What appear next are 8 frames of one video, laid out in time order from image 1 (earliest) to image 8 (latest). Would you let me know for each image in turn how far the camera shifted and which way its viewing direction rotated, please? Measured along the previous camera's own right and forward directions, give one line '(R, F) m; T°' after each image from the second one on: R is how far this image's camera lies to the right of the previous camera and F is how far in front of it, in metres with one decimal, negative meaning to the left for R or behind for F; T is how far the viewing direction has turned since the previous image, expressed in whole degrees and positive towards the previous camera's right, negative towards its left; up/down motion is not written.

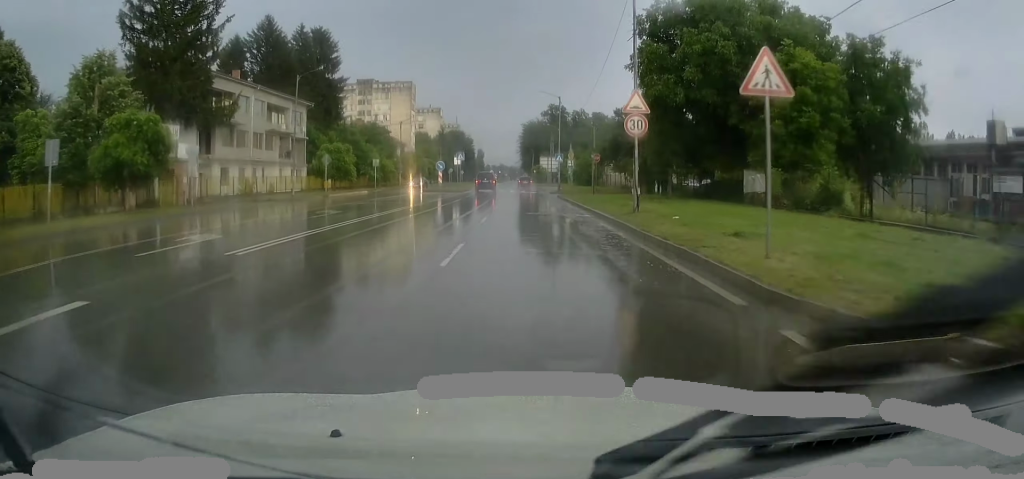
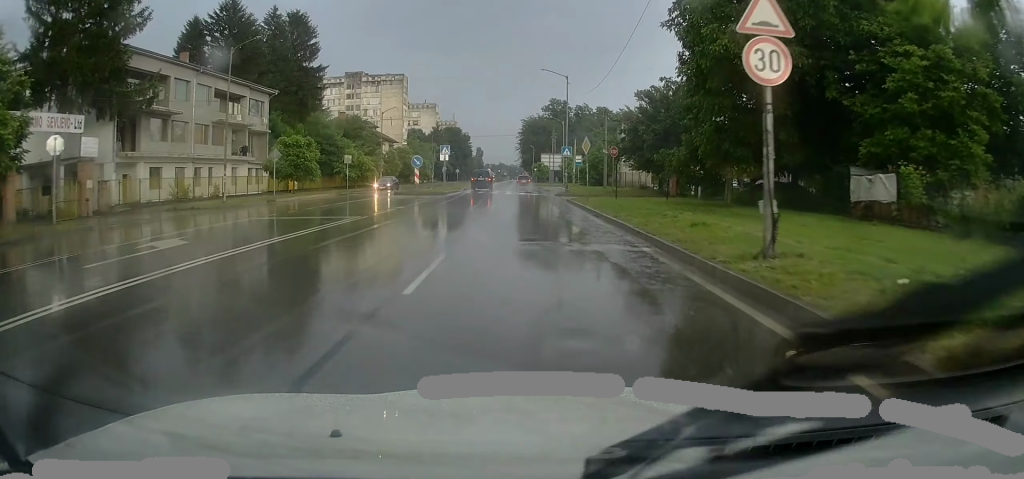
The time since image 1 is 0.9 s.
(0.0, +10.9) m; 0°
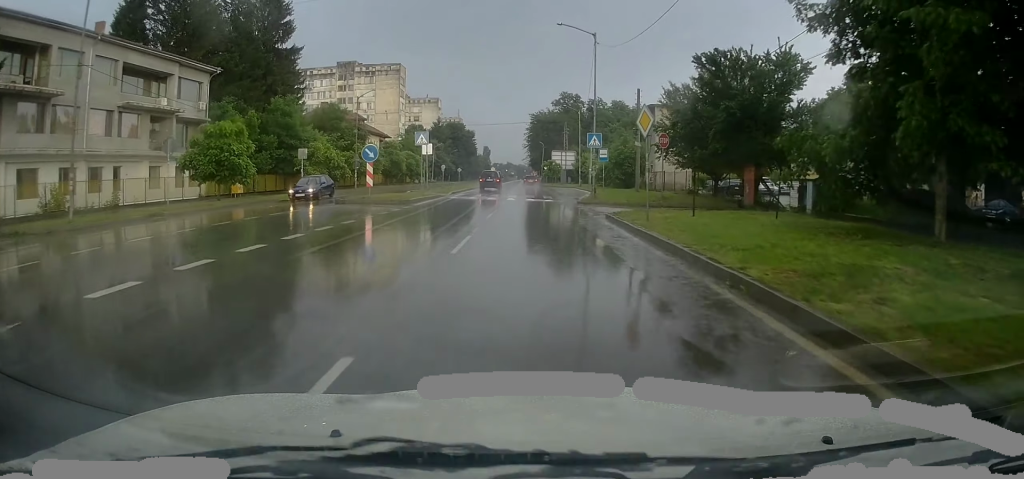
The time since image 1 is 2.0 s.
(+0.1, +14.0) m; 0°
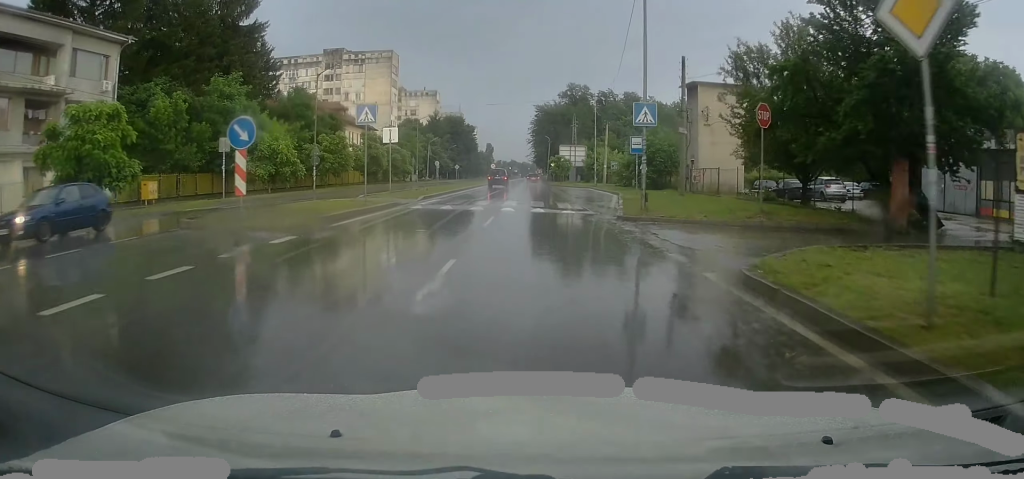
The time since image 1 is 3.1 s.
(-0.1, +13.3) m; -1°
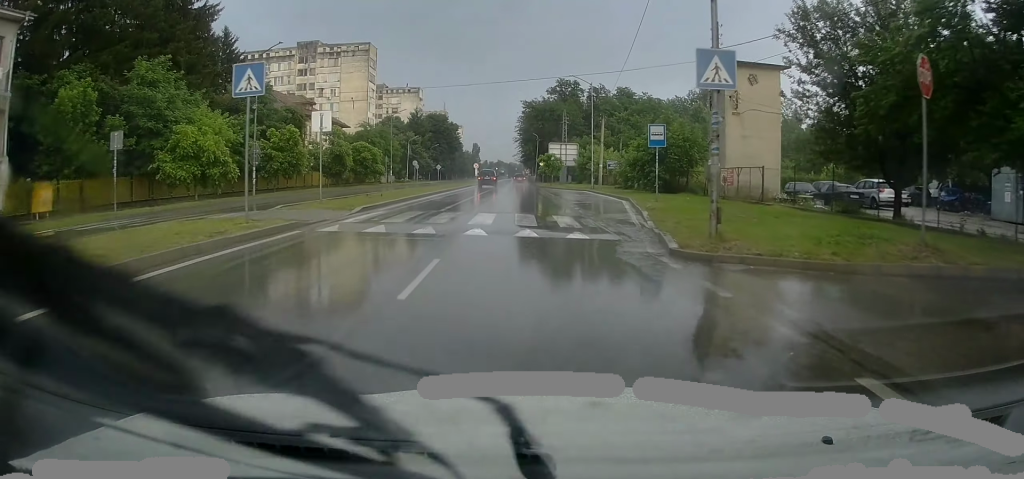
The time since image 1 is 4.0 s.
(0.0, +9.2) m; 0°
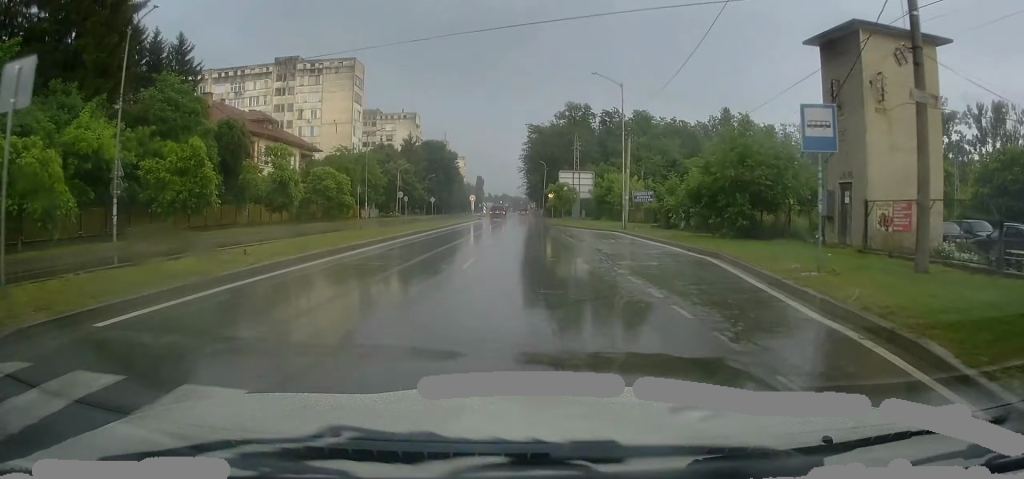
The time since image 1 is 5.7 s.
(+0.2, +15.5) m; +1°
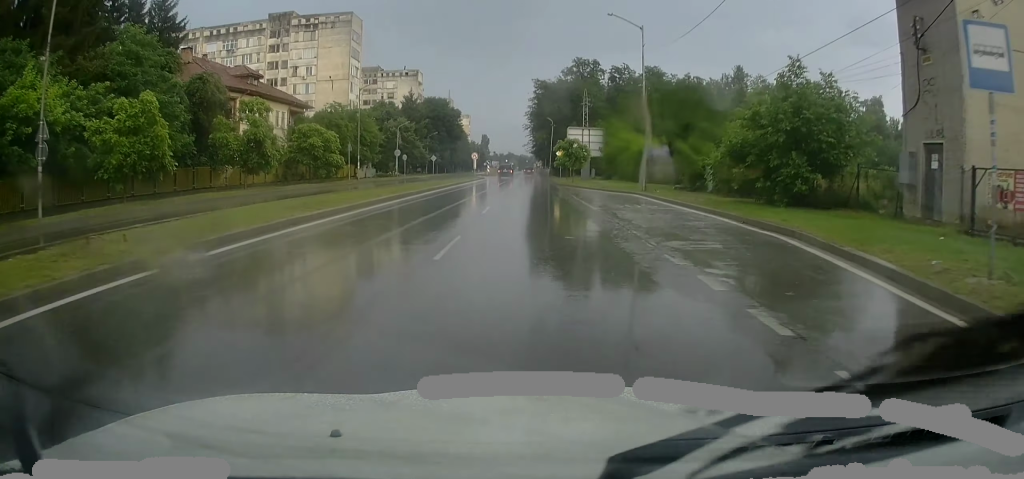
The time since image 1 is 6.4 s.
(0.0, +4.9) m; 0°
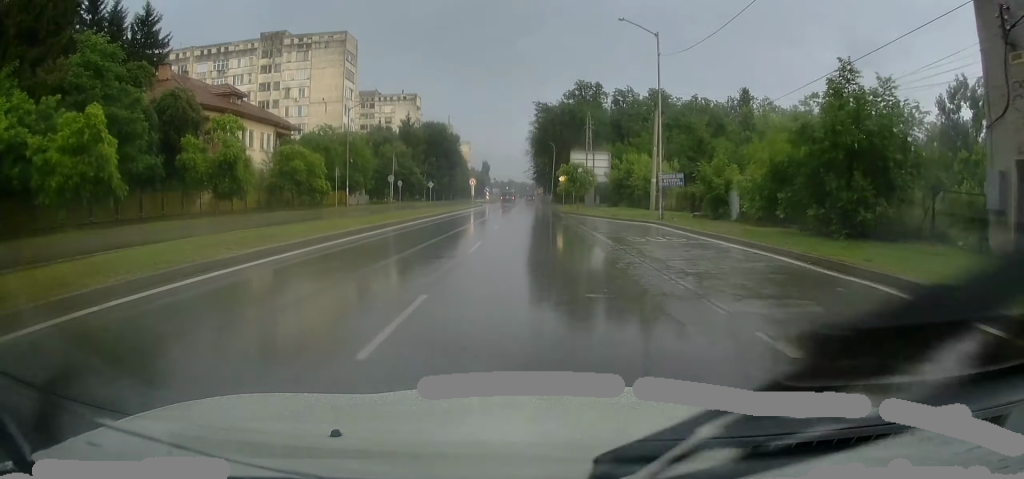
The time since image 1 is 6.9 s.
(0.0, +4.0) m; 0°
